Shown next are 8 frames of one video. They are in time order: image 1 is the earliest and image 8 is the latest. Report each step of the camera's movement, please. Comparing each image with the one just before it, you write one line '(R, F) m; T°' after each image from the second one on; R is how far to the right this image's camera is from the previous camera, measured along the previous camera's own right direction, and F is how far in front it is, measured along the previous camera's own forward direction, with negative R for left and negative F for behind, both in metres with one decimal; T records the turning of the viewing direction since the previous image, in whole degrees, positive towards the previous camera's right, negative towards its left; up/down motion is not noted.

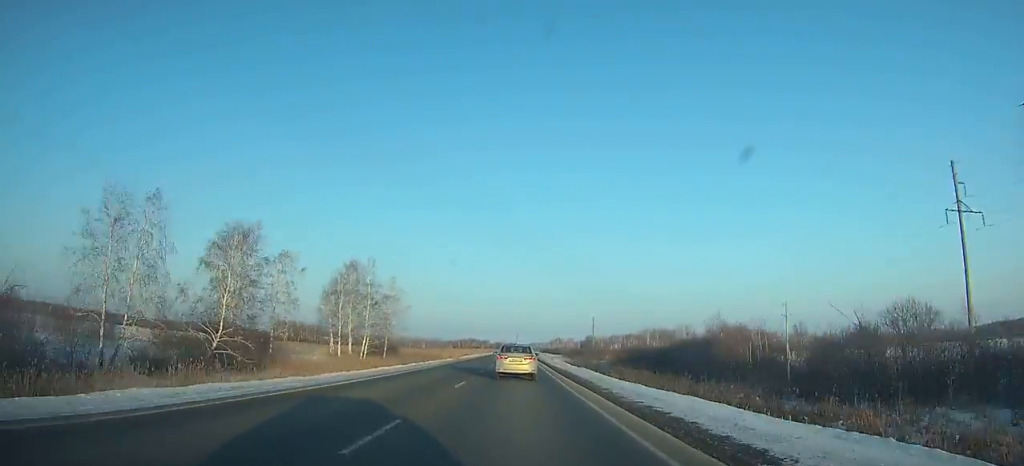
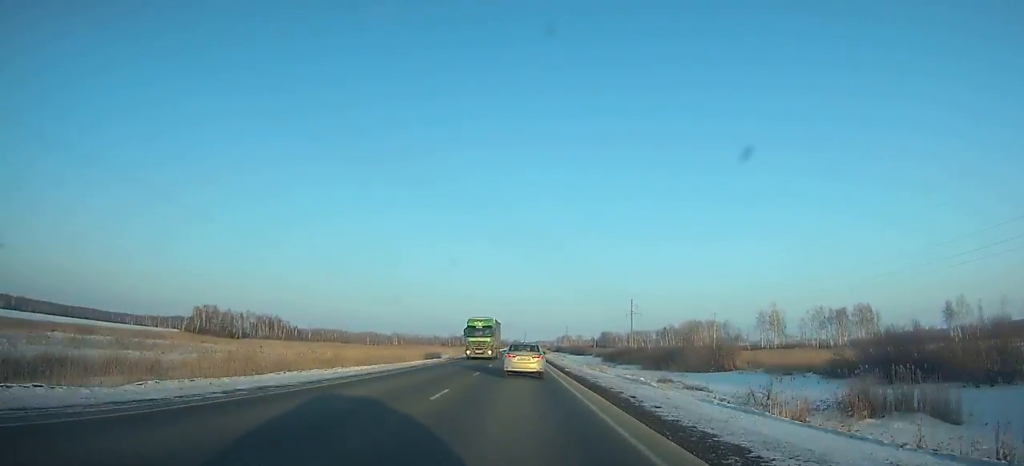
(+0.1, +100.0) m; 0°
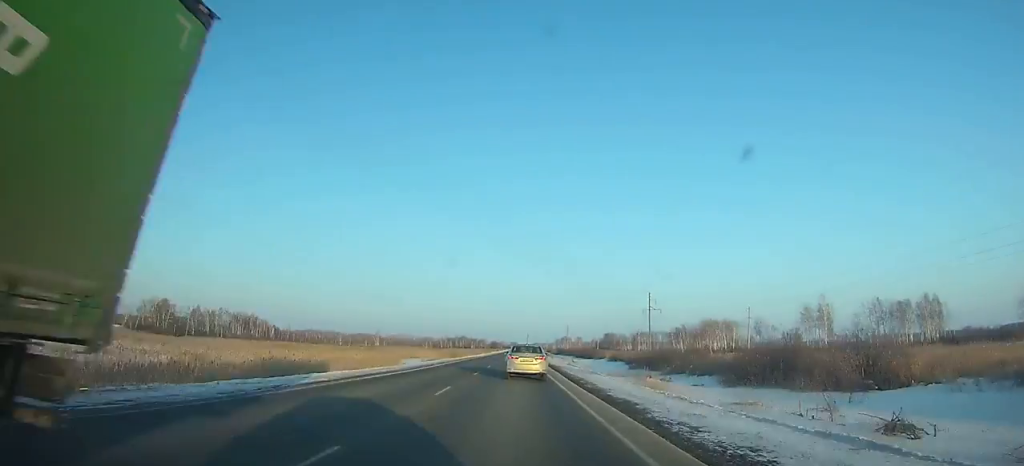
(-0.1, +33.6) m; 0°
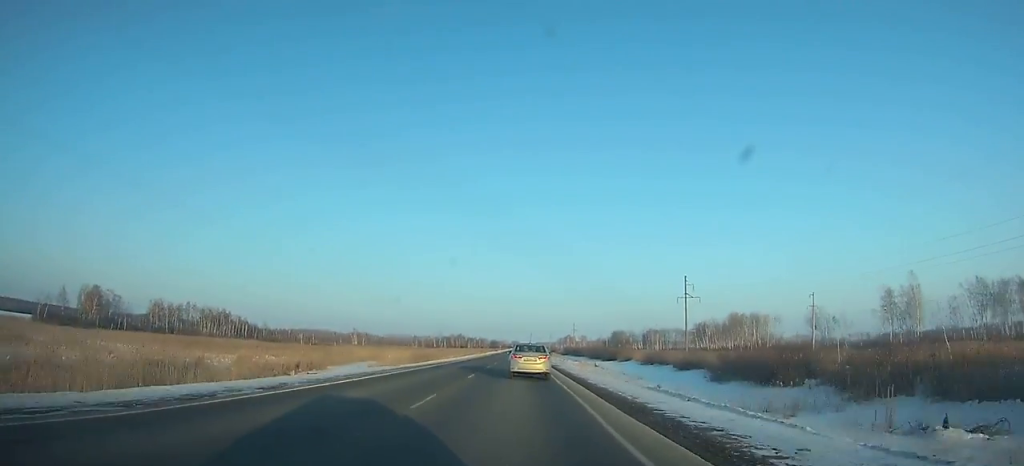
(0.0, +38.7) m; 0°
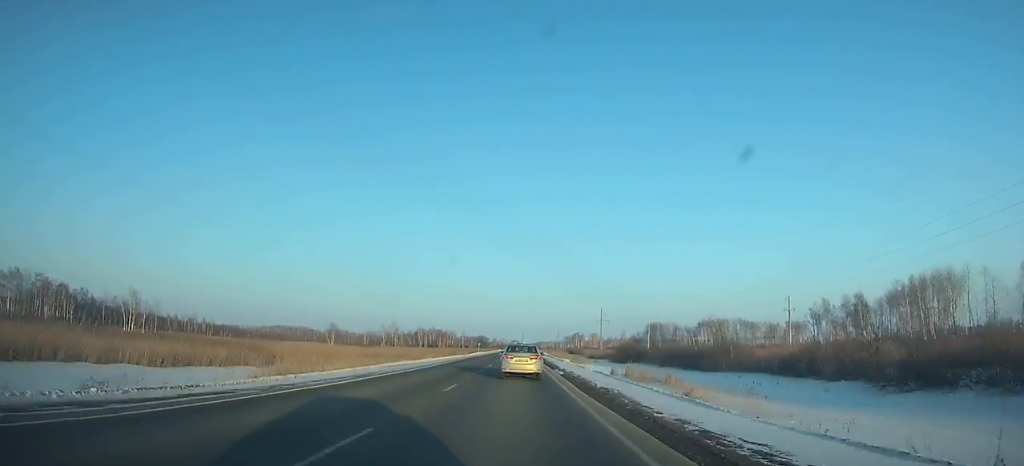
(+0.3, +137.5) m; 0°
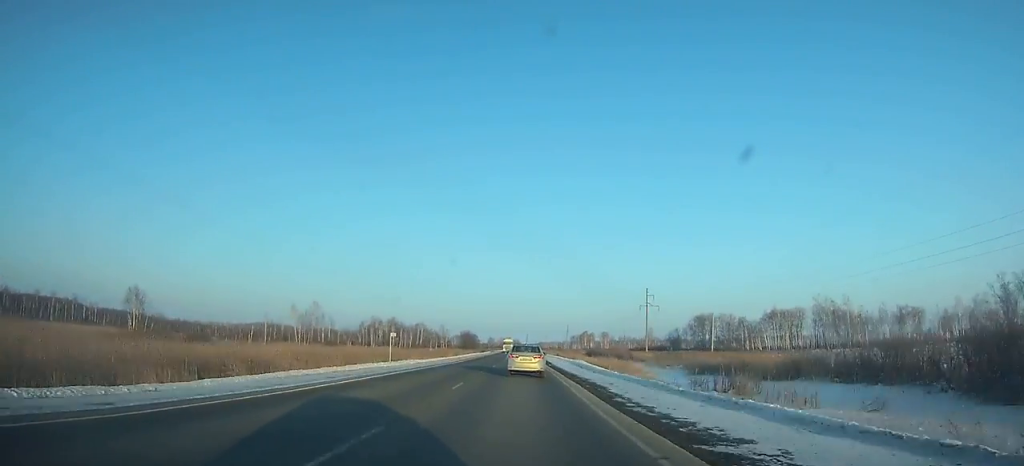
(0.0, +94.8) m; 0°
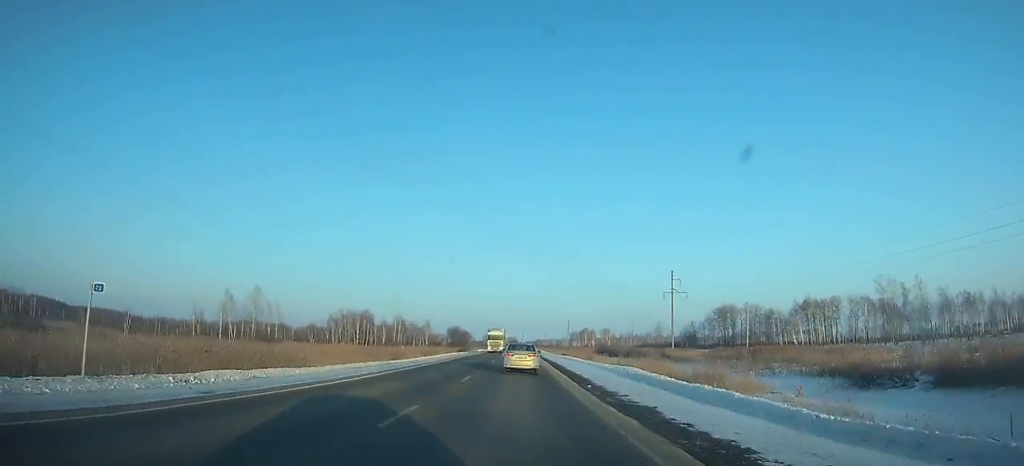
(+0.1, +32.6) m; 0°
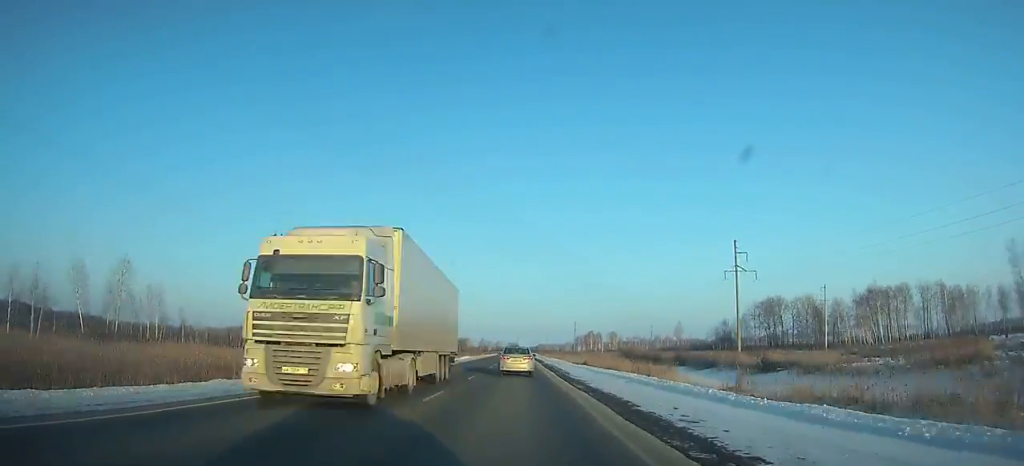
(-0.1, +43.2) m; 0°
